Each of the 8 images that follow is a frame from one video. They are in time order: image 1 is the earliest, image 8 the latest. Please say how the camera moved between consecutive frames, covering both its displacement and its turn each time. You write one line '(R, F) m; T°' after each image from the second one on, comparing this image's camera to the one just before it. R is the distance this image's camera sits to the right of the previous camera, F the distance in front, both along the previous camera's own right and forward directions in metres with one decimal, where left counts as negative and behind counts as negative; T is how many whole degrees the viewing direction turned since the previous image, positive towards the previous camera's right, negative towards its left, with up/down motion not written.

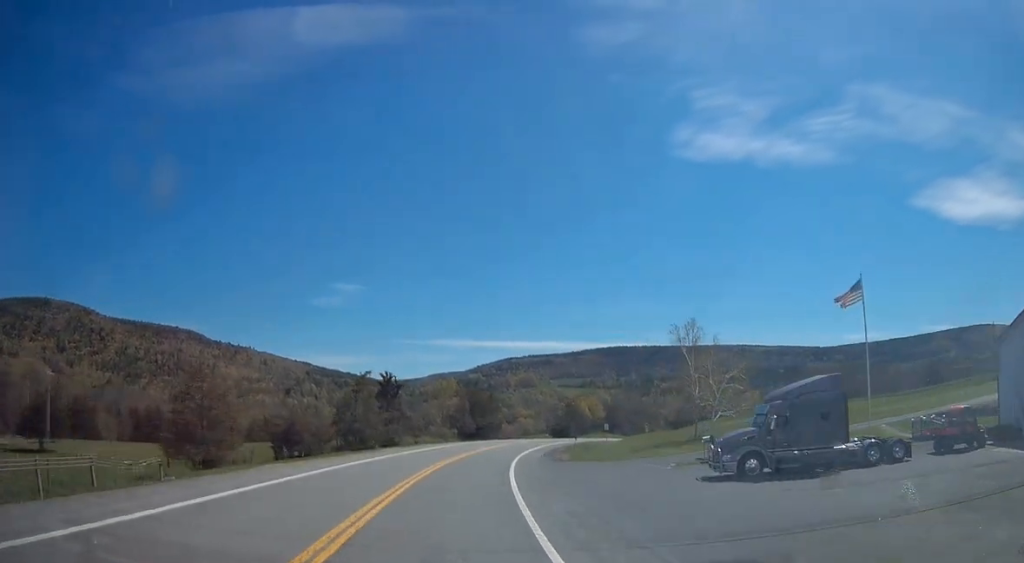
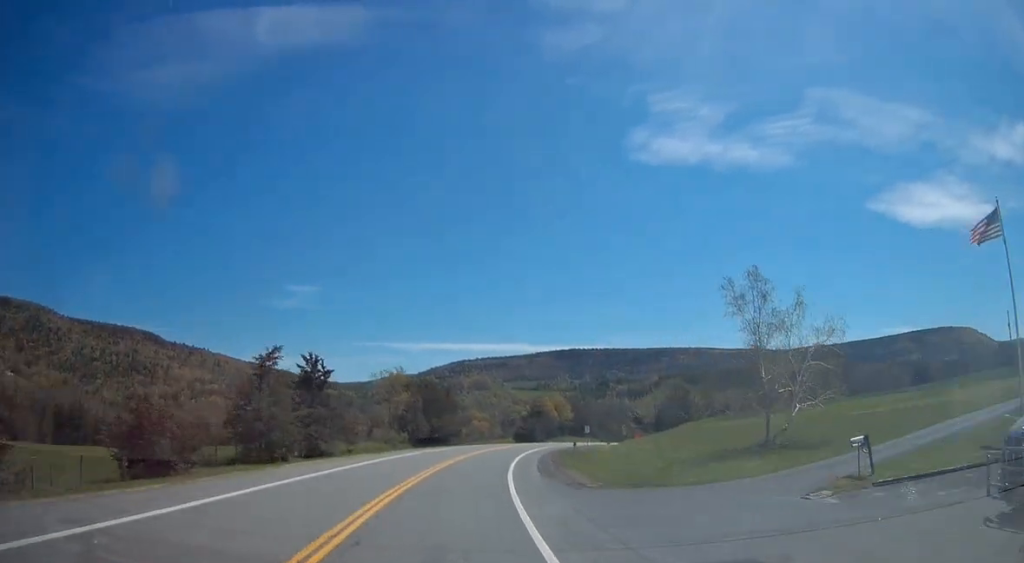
(+0.8, +17.3) m; +5°
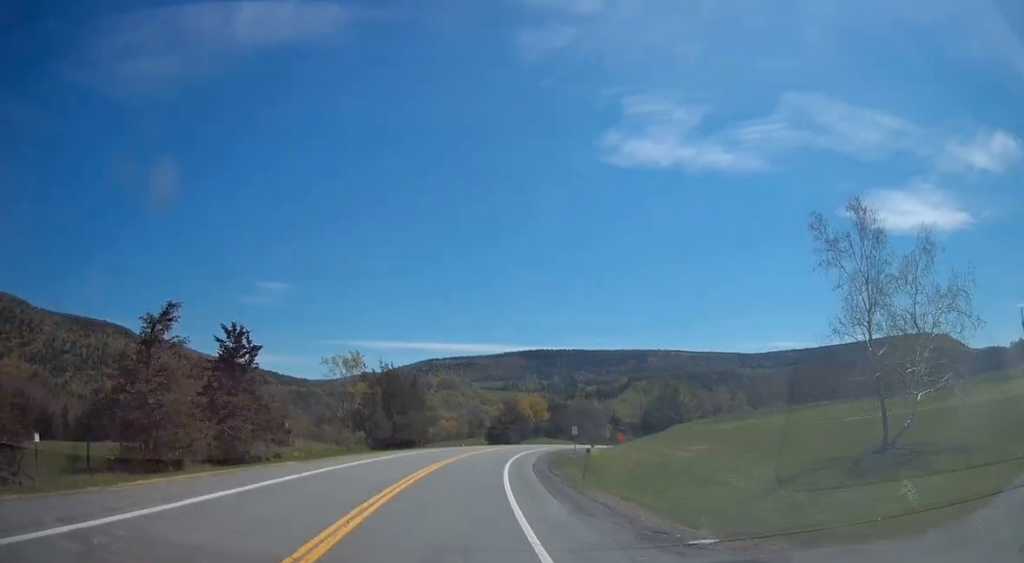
(0.0, +11.8) m; +3°
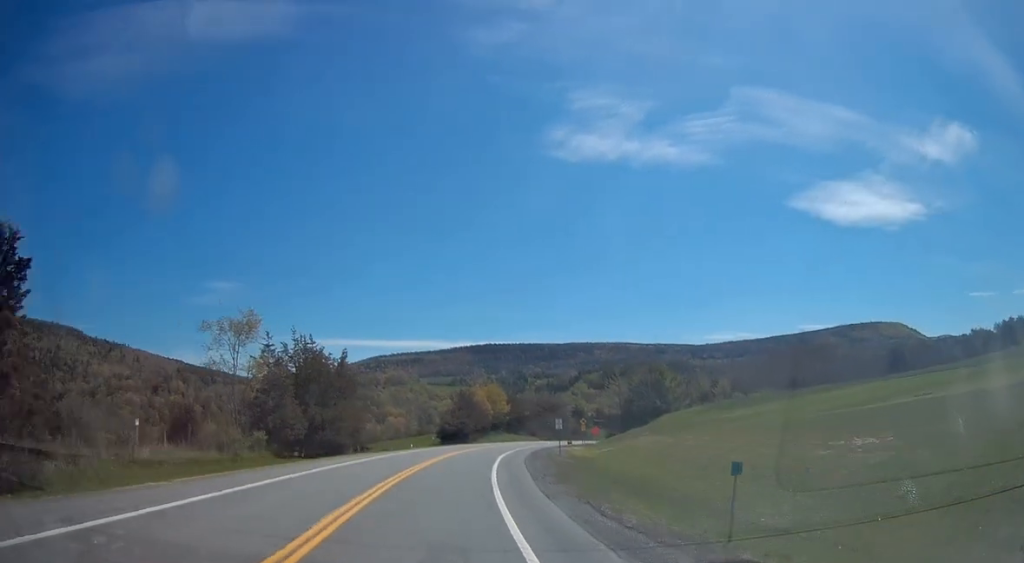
(+1.0, +19.0) m; +4°
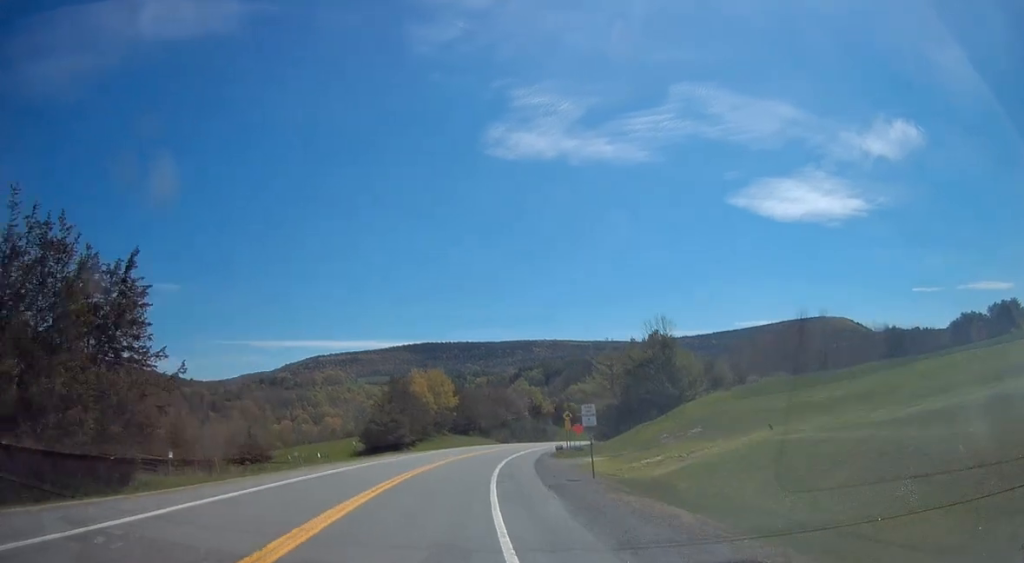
(+1.6, +30.3) m; +6°
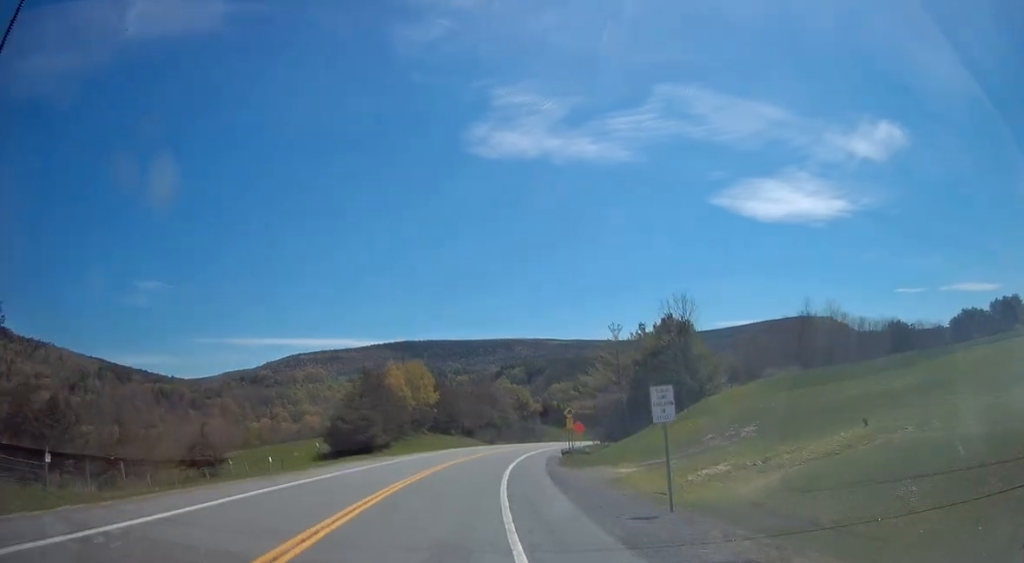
(+0.4, +11.1) m; +2°
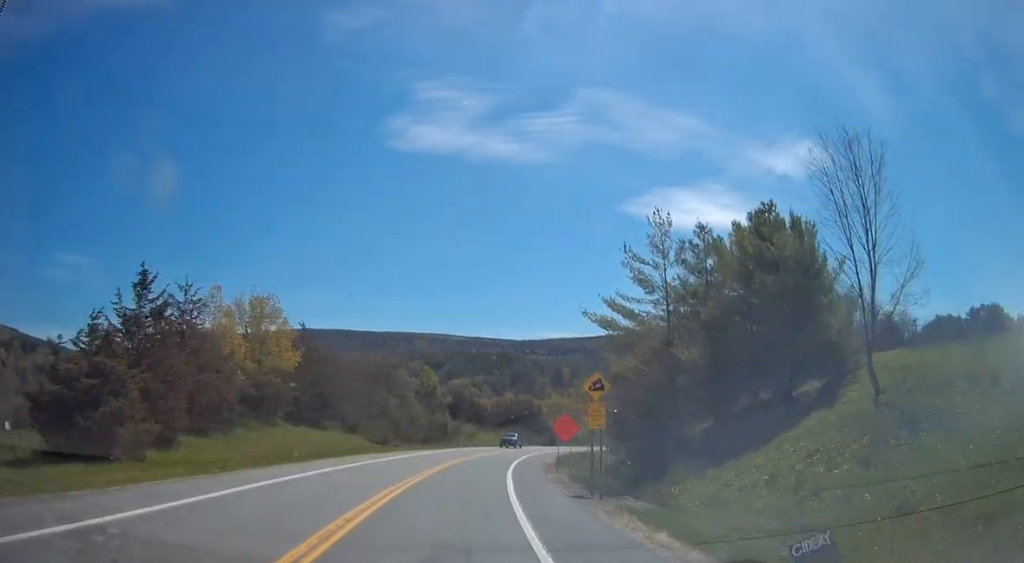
(+3.1, +37.2) m; +10°
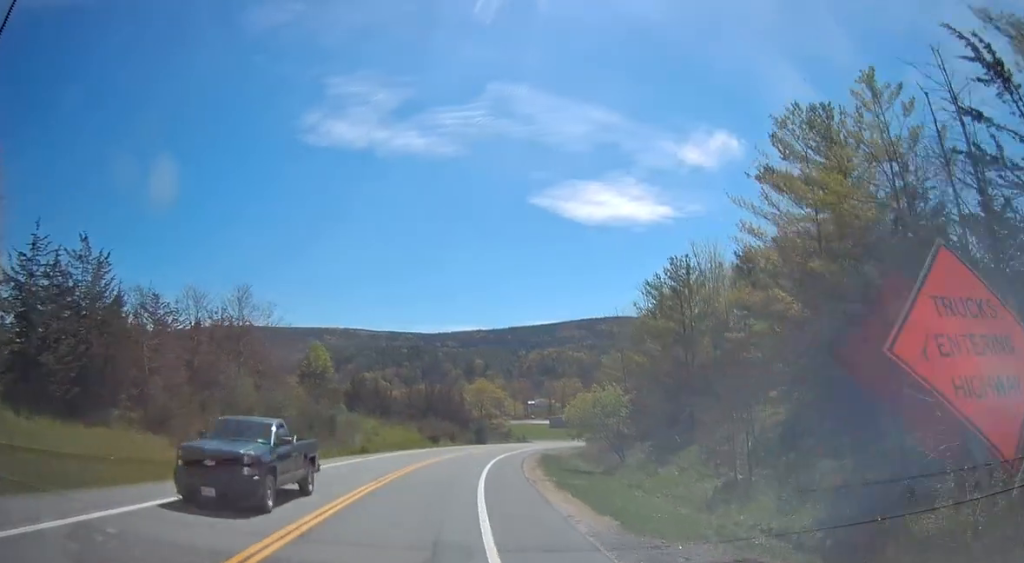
(+1.9, +30.4) m; +7°
